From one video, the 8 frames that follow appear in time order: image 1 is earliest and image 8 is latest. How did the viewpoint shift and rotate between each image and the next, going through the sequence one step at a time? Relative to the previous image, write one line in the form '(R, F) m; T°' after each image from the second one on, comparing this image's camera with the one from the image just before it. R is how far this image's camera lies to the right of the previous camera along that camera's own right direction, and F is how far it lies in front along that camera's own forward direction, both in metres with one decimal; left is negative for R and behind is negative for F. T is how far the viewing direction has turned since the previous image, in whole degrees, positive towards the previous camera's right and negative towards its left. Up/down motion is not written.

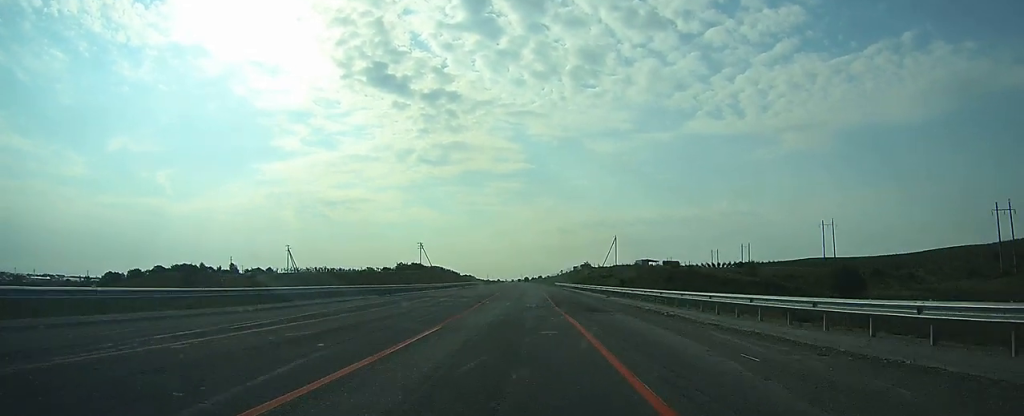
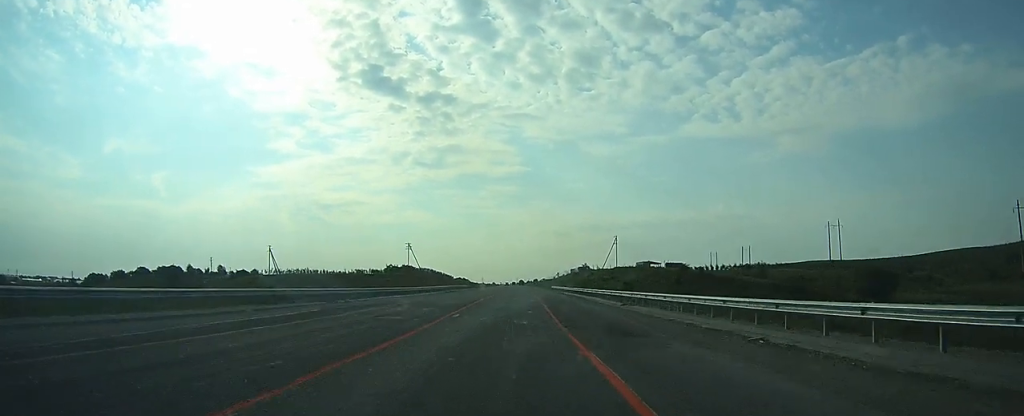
(0.0, +10.6) m; 0°
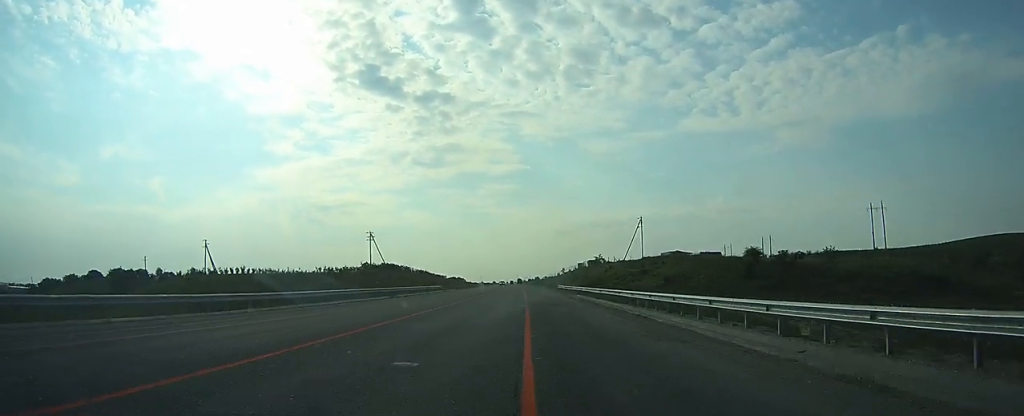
(+0.2, +37.9) m; 0°
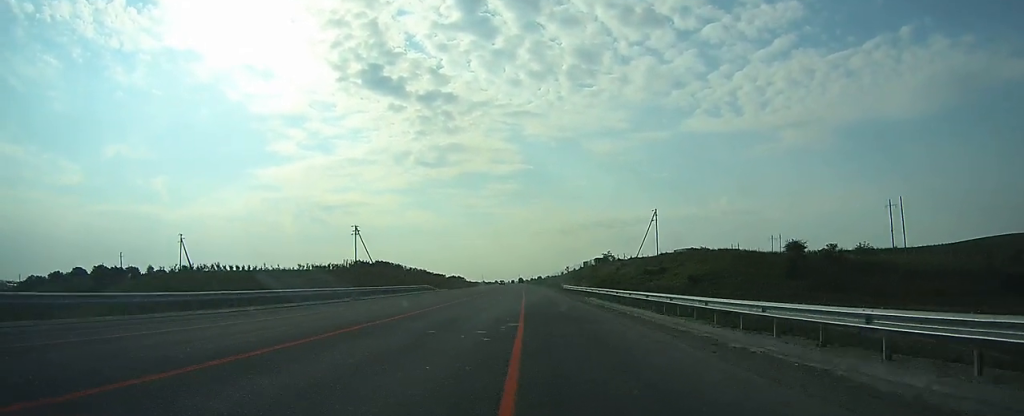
(0.0, +12.2) m; 0°
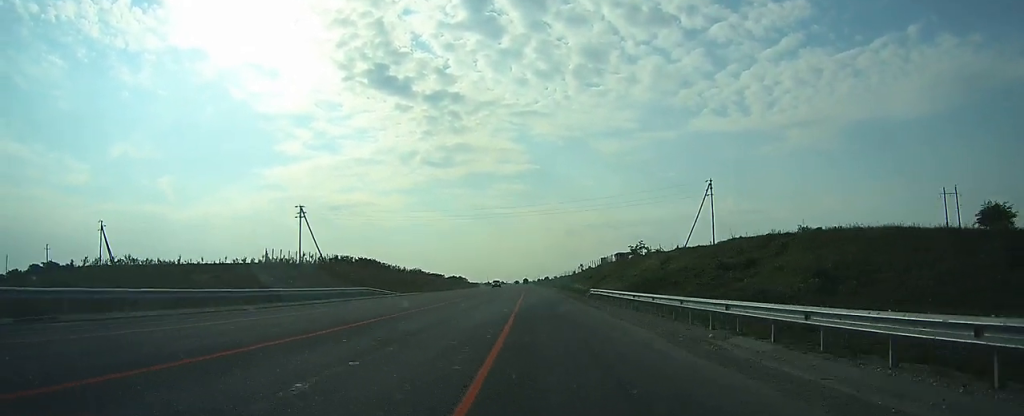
(+0.1, +30.5) m; 0°
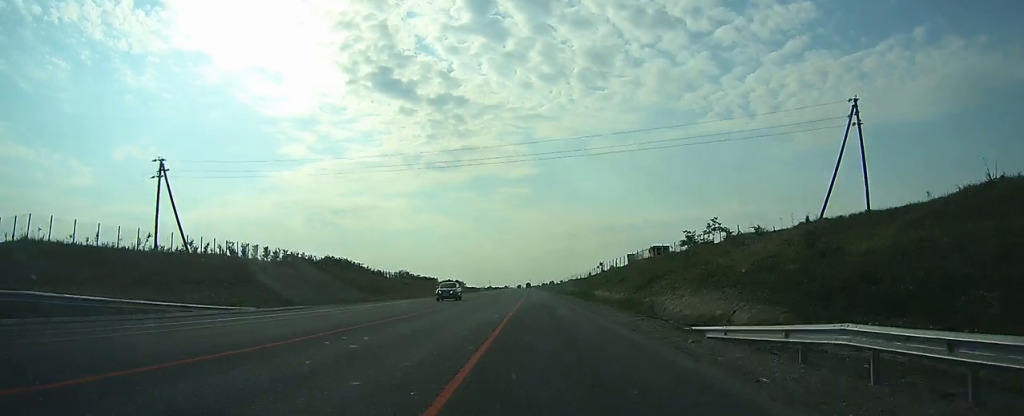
(-0.3, +35.6) m; -1°
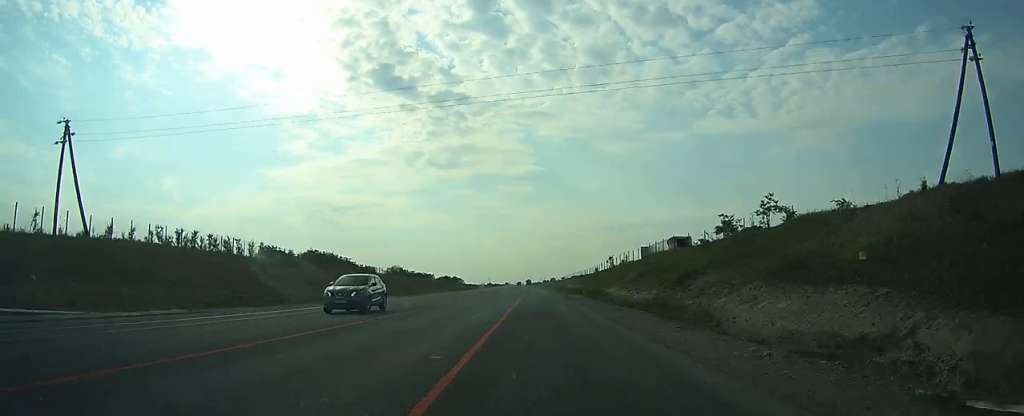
(0.0, +13.0) m; 0°
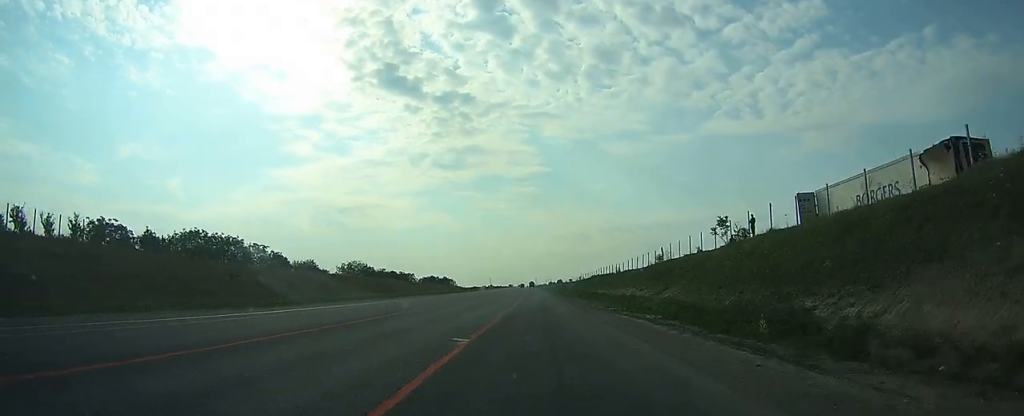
(-0.2, +55.5) m; -1°
